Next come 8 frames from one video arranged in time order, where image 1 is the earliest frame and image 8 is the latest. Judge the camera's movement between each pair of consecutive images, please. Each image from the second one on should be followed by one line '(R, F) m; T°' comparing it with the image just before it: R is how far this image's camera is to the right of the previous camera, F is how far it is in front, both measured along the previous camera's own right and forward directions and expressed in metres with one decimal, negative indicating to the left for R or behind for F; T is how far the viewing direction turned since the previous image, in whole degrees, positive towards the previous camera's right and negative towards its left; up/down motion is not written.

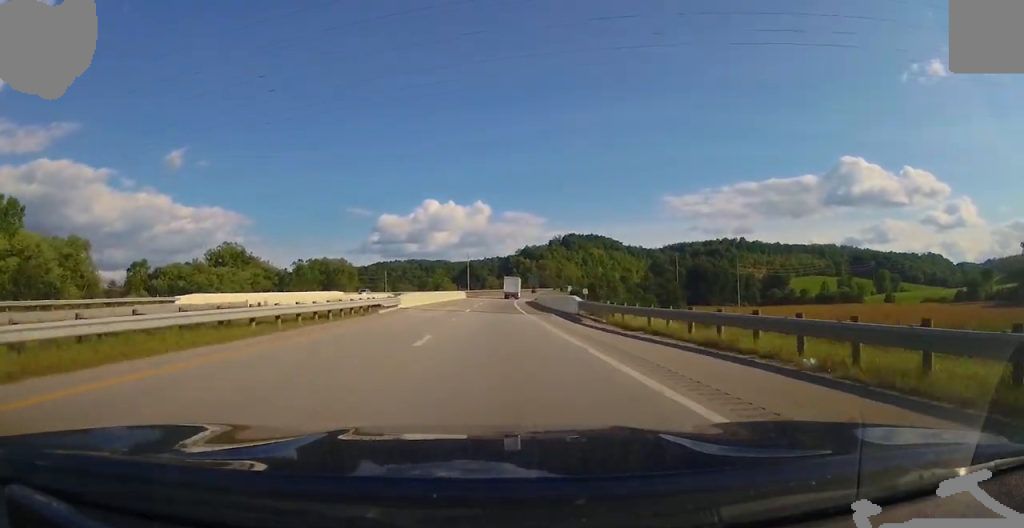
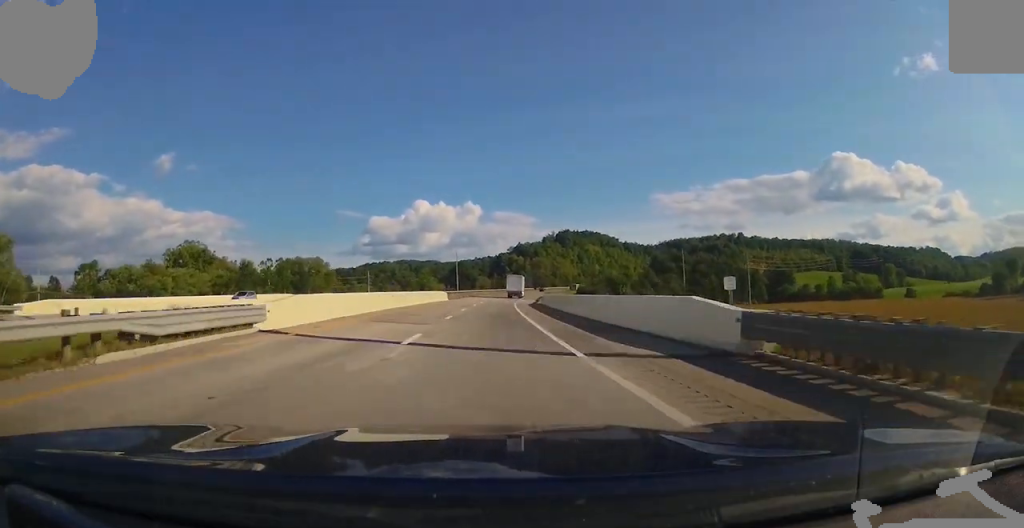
(+0.3, +23.9) m; +1°
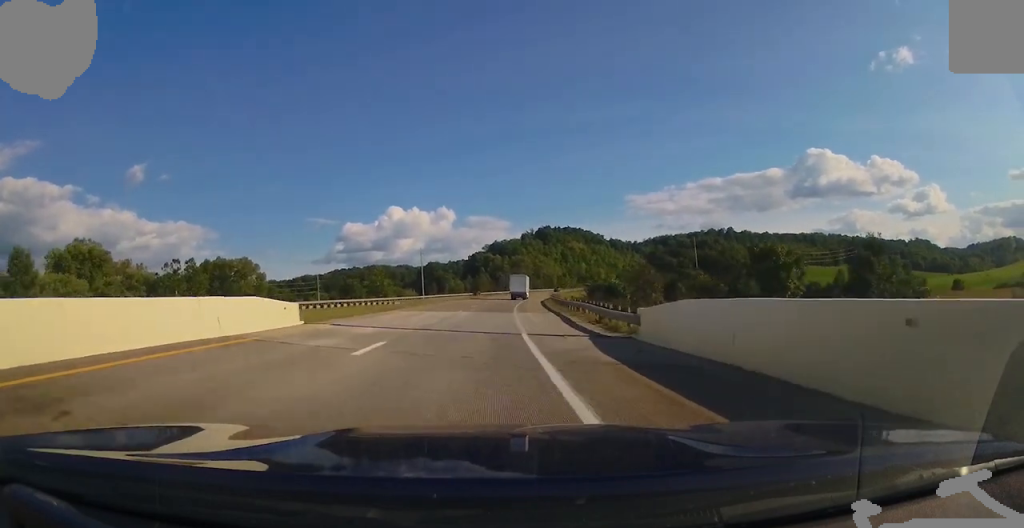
(+0.8, +49.6) m; +3°
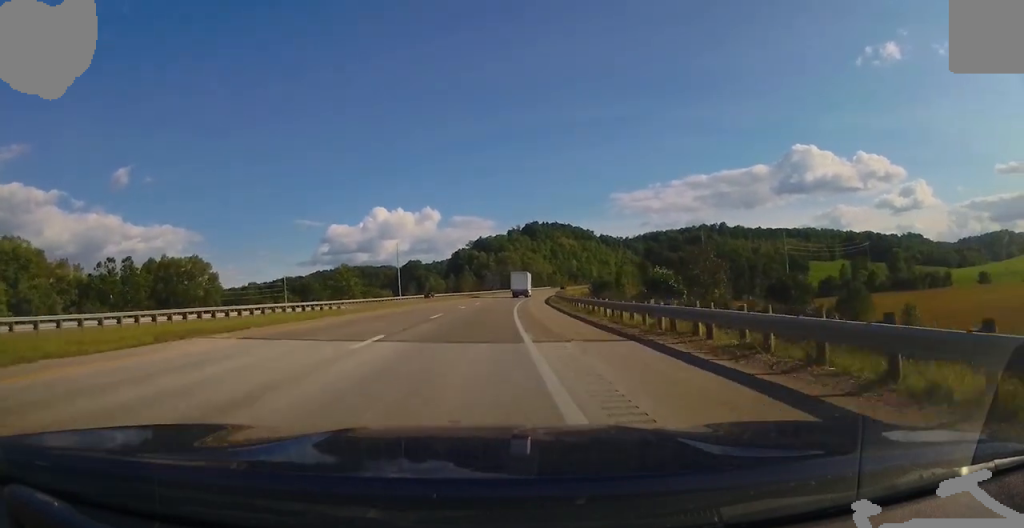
(+0.5, +24.7) m; +2°
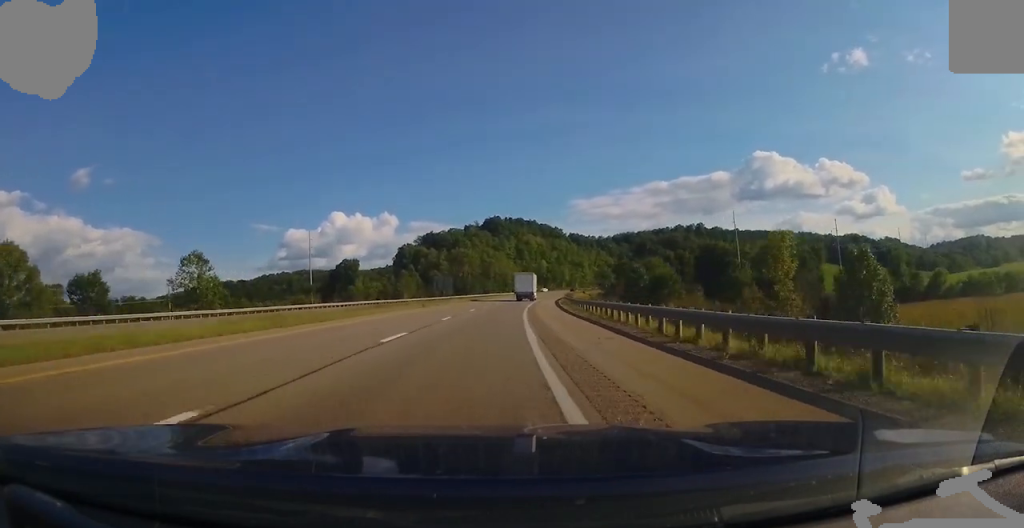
(+1.3, +61.5) m; +4°
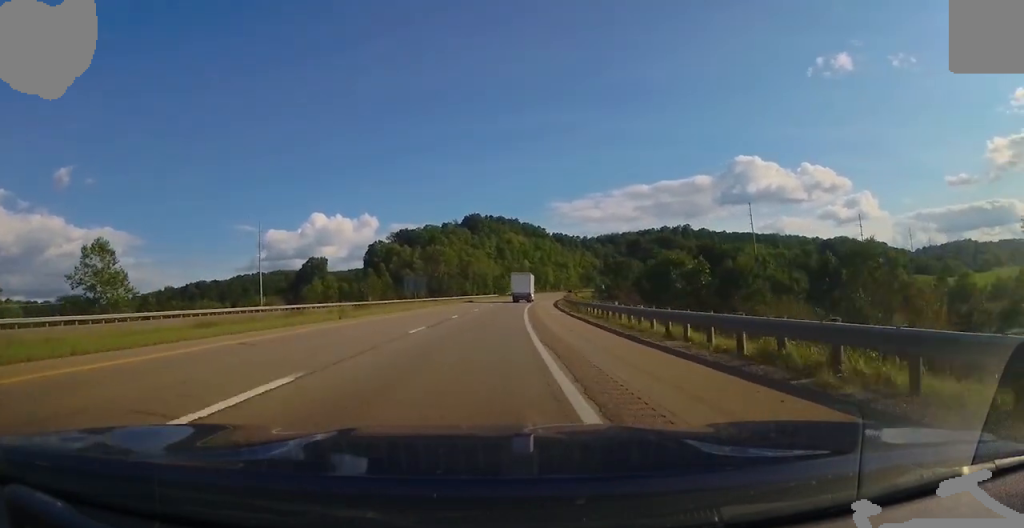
(+0.9, +21.5) m; +2°
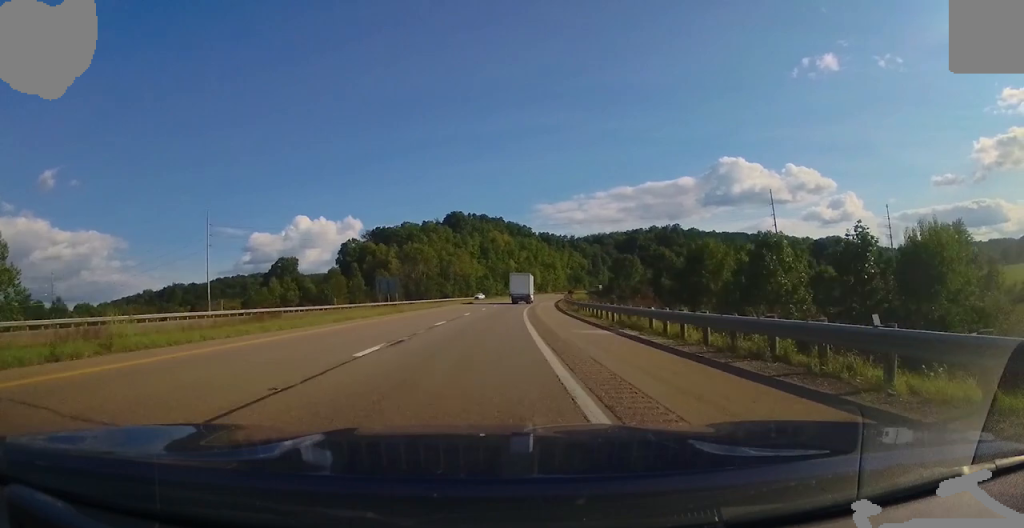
(+0.2, +18.5) m; +1°
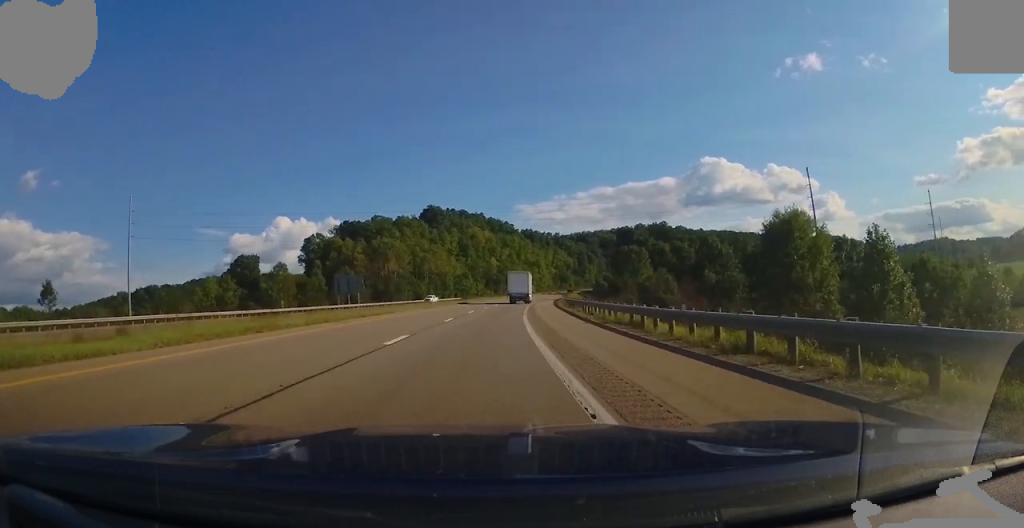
(-0.1, +21.7) m; +2°
